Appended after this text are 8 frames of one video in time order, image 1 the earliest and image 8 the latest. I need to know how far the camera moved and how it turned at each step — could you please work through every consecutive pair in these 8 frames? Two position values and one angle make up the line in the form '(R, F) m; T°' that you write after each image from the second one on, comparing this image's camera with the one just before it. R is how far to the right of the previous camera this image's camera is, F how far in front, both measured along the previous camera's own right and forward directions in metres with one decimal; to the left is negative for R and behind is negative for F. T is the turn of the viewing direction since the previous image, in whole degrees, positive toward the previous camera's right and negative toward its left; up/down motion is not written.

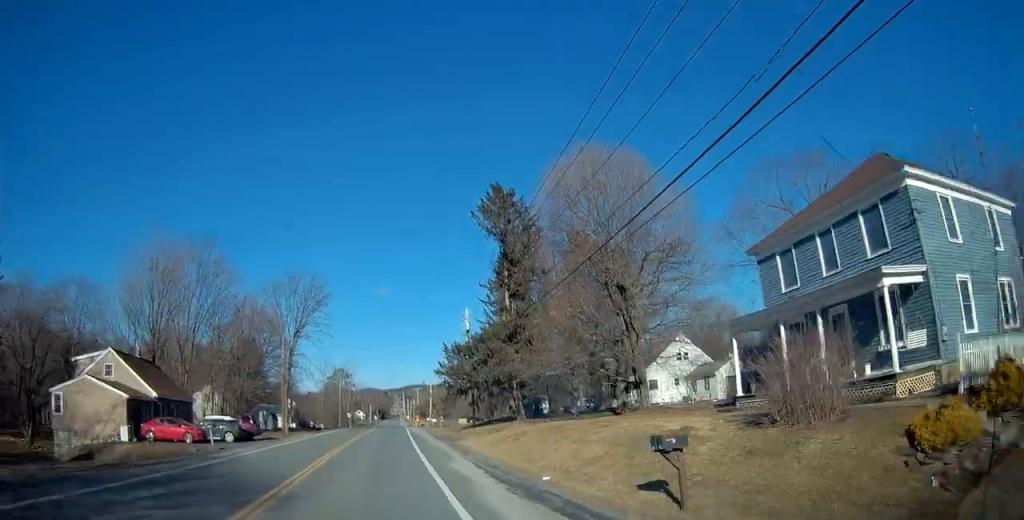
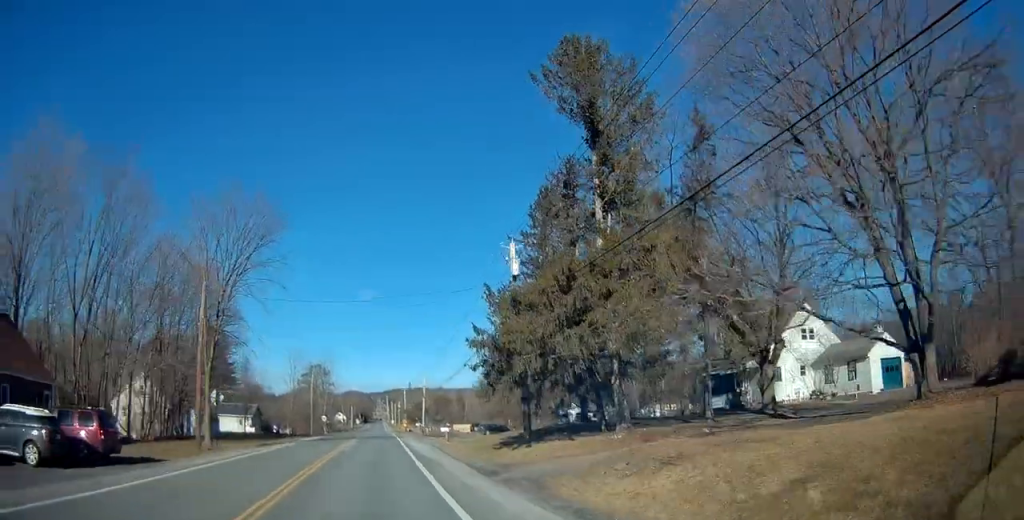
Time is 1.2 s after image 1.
(+0.6, +21.4) m; +2°
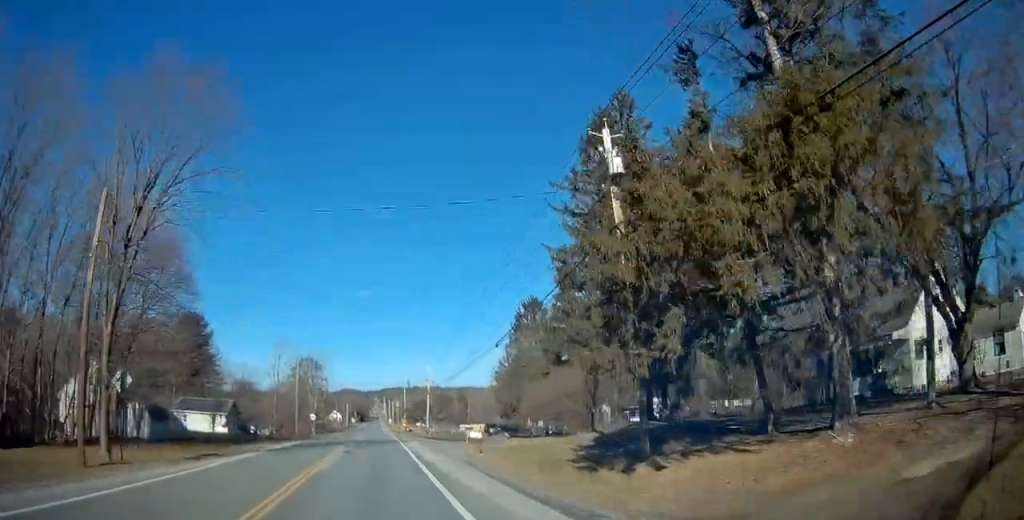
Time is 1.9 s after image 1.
(+0.1, +13.2) m; 0°
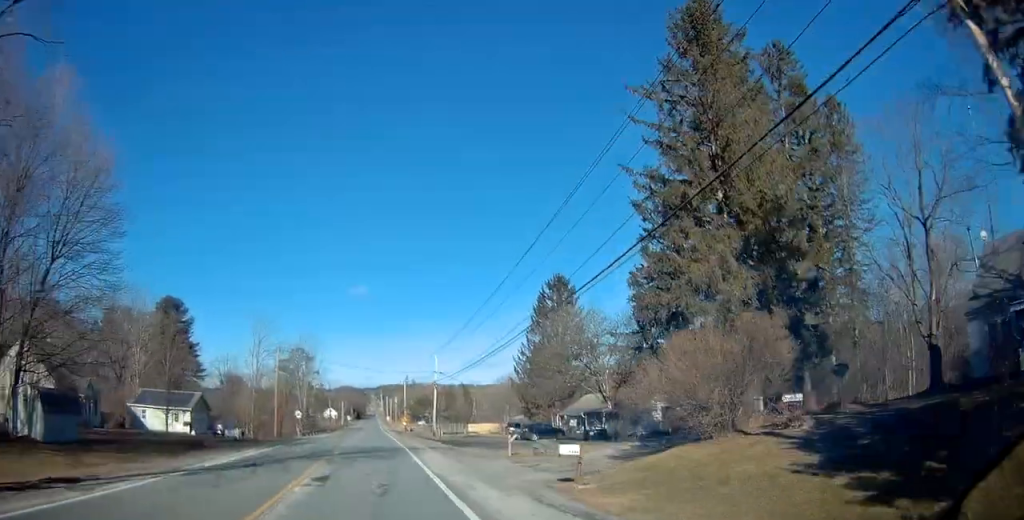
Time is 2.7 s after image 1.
(0.0, +13.2) m; 0°
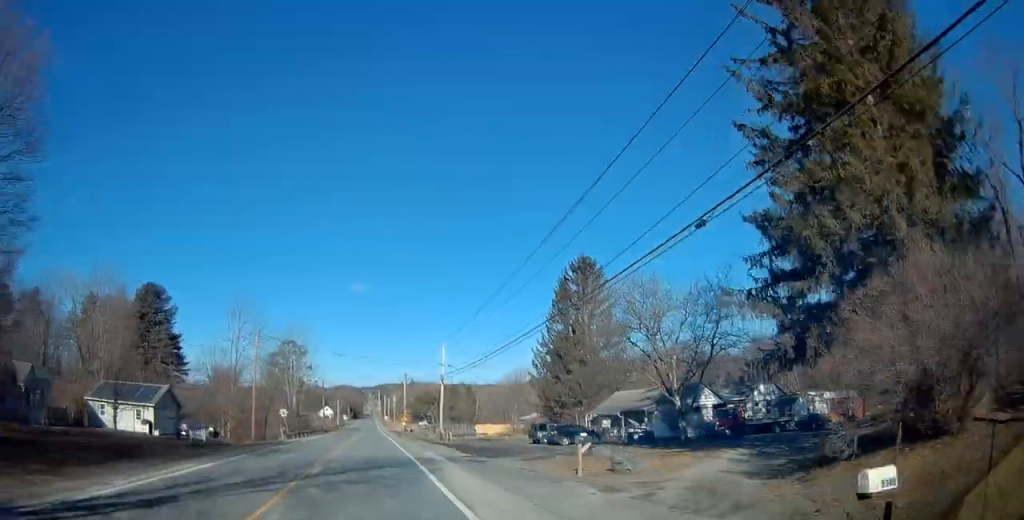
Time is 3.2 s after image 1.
(0.0, +9.6) m; 0°
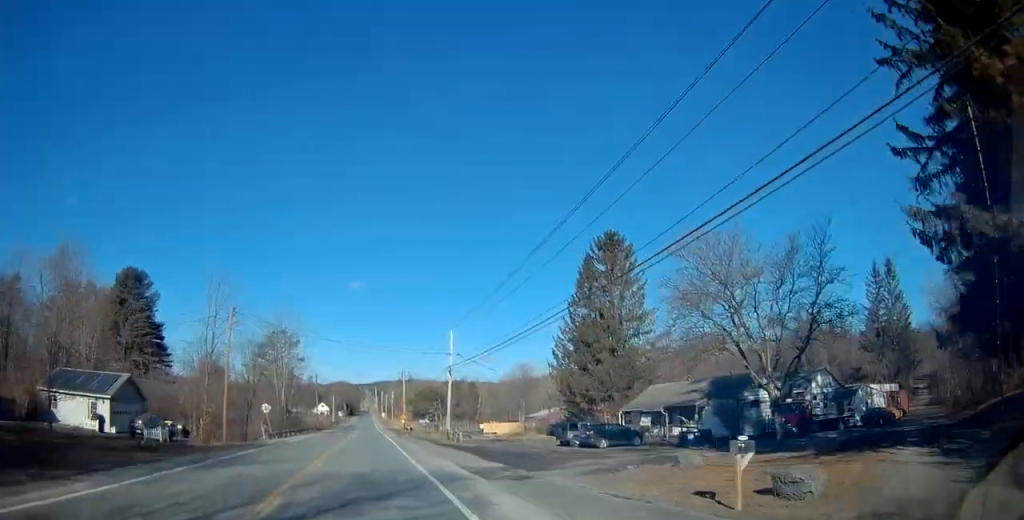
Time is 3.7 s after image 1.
(0.0, +8.3) m; +1°
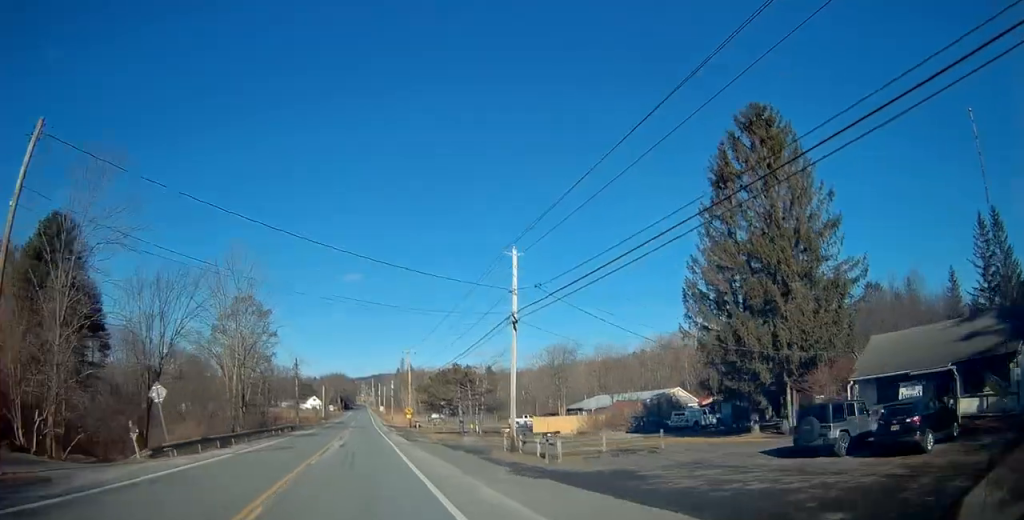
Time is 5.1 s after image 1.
(+0.6, +25.5) m; +1°
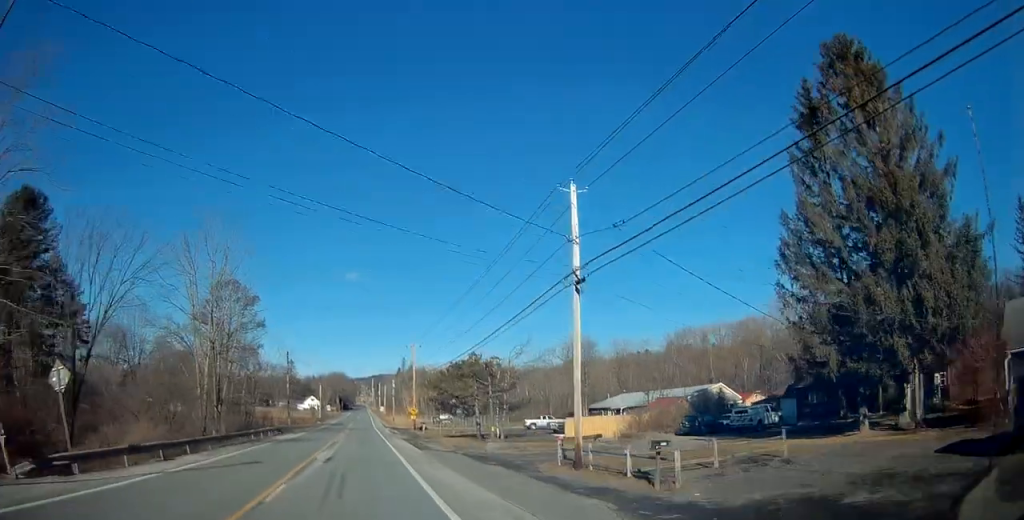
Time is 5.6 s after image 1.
(-0.1, +9.0) m; 0°
